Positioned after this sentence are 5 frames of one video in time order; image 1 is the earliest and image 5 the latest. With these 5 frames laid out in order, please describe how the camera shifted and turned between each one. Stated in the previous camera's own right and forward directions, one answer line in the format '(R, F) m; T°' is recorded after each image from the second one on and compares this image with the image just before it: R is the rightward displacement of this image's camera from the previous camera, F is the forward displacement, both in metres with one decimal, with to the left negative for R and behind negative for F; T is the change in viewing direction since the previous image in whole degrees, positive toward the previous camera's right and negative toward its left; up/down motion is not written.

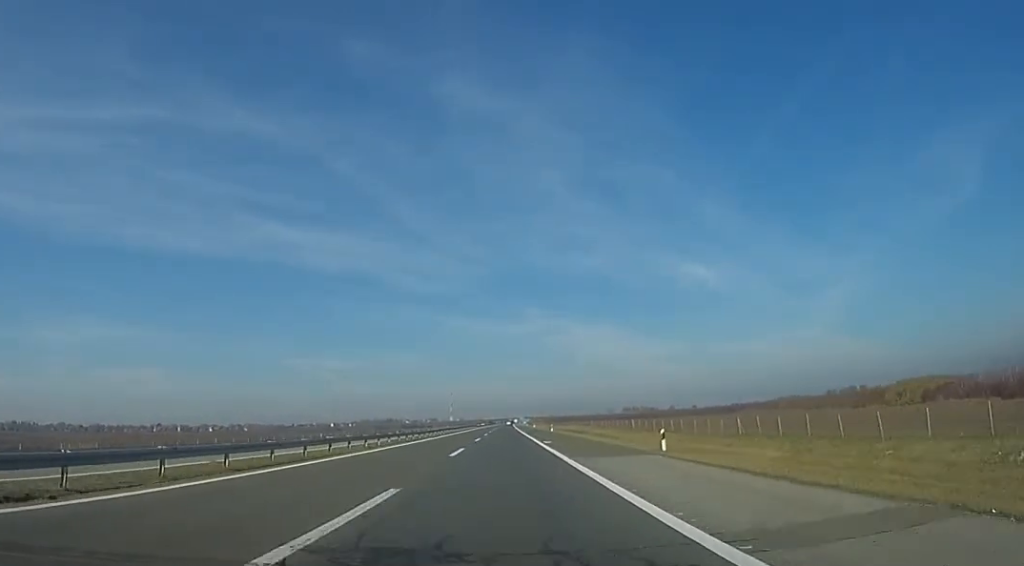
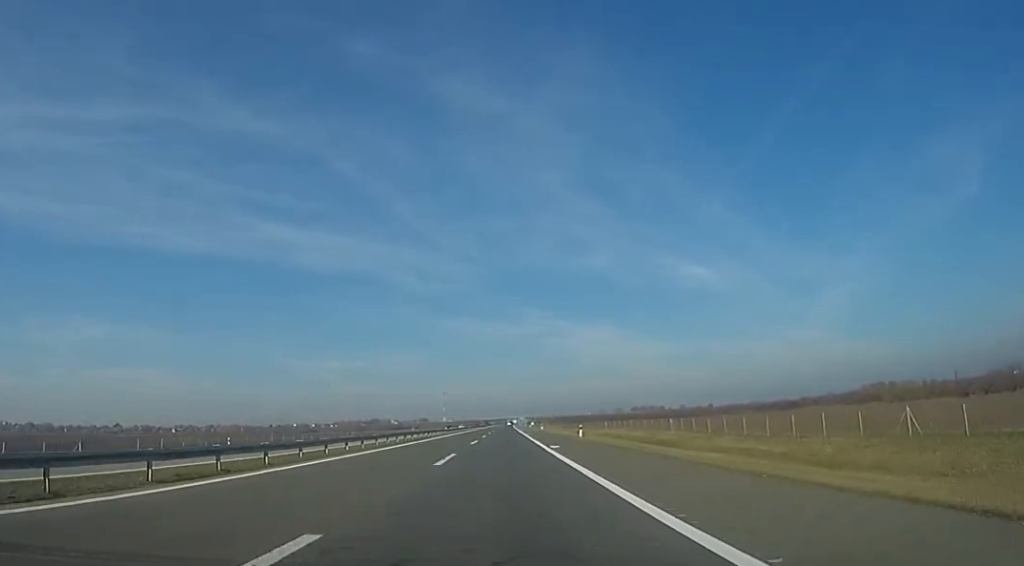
(-2.1, +76.4) m; -2°
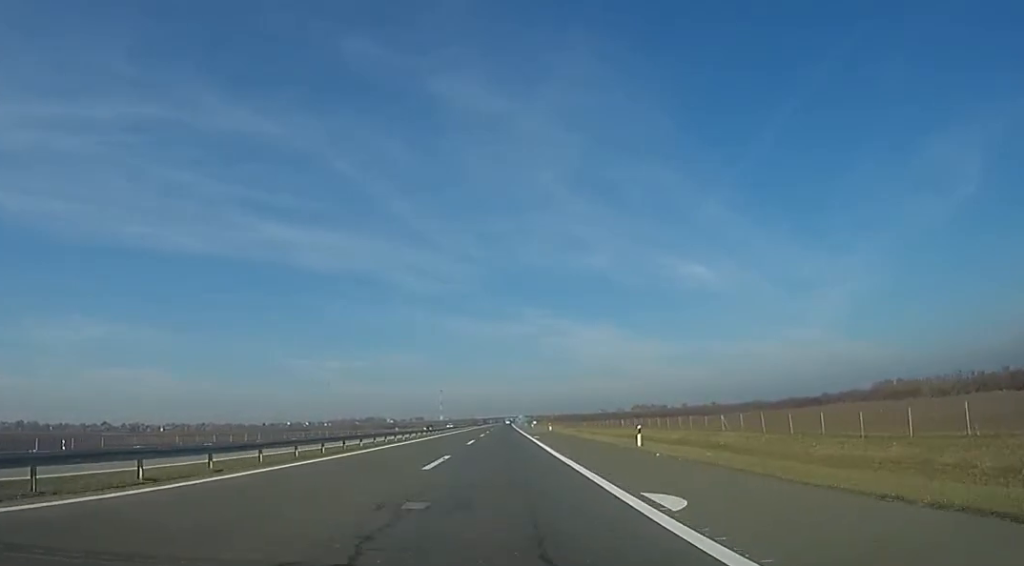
(+0.2, +20.3) m; +1°
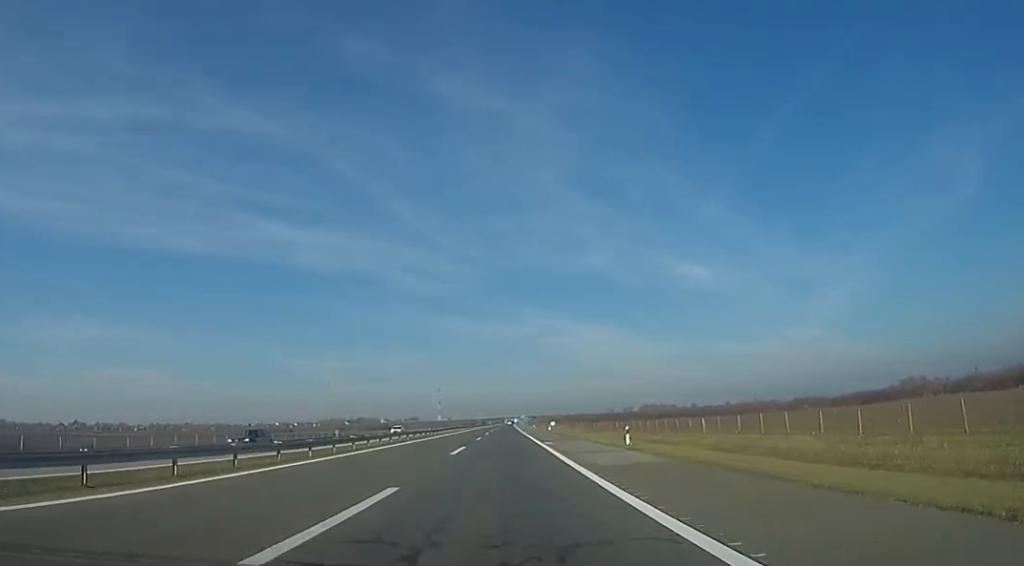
(+1.2, +46.4) m; +2°
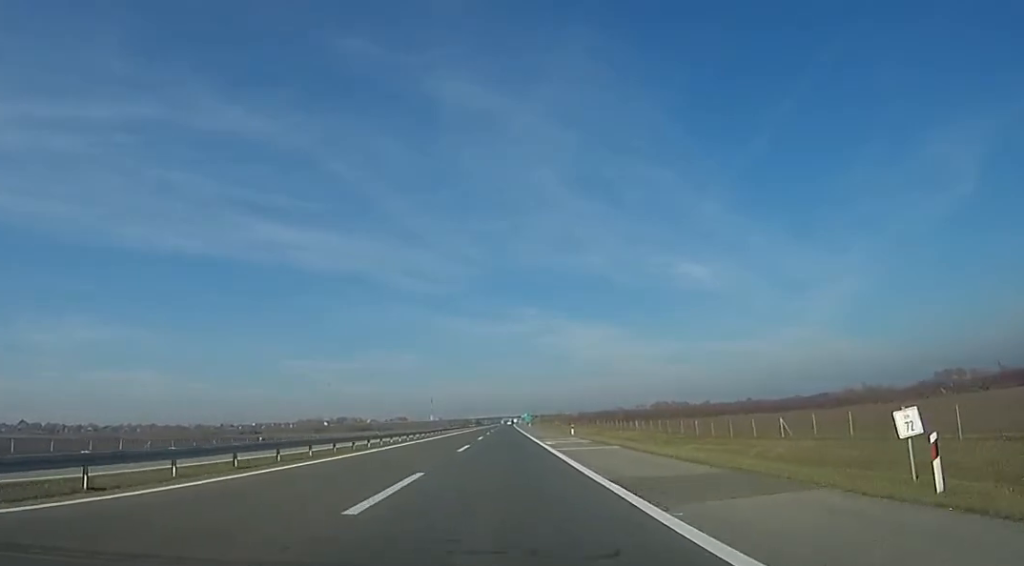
(-1.8, +71.9) m; -3°
